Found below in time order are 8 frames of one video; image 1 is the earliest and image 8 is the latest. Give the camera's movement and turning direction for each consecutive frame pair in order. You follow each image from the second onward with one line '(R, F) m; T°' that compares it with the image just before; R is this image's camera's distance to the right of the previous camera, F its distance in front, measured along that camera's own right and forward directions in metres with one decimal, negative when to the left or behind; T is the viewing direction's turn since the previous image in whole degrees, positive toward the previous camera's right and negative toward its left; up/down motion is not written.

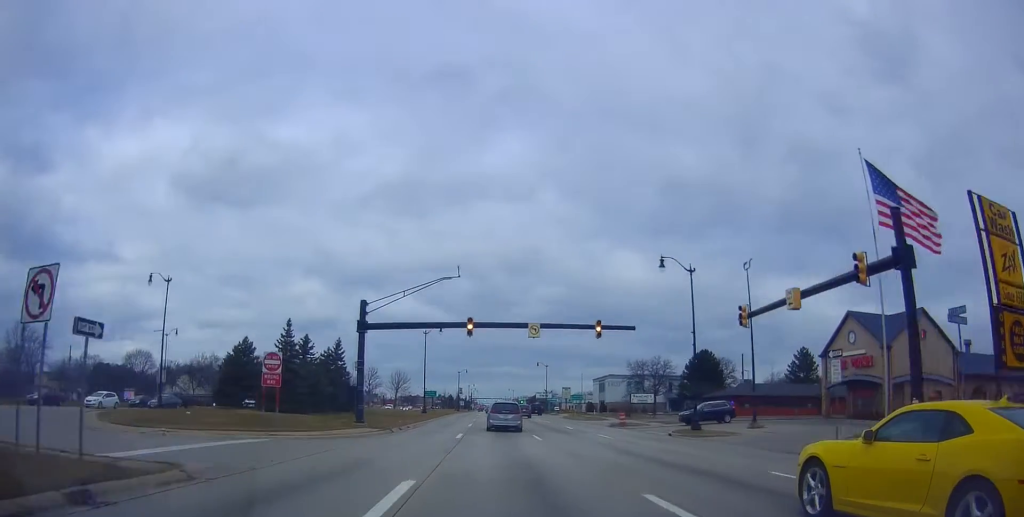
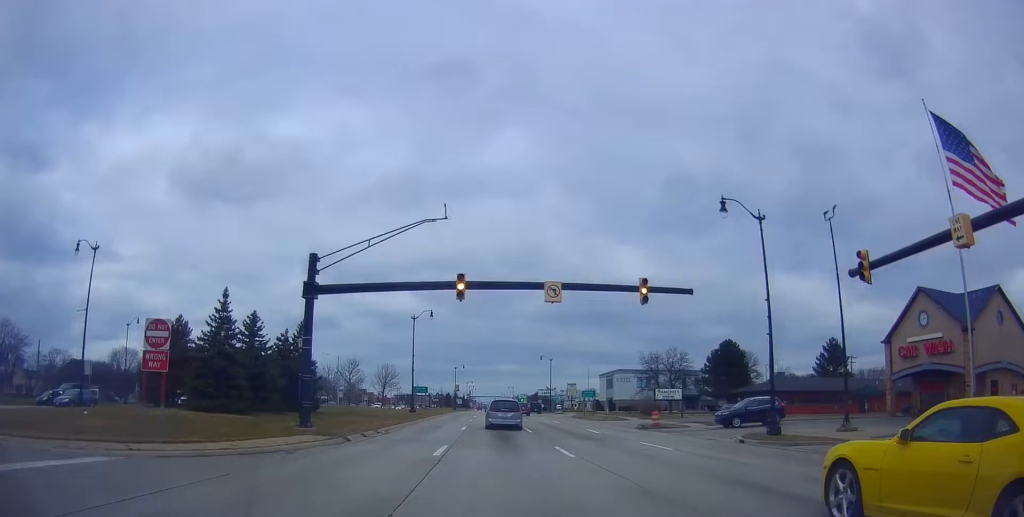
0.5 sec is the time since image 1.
(+0.2, +10.6) m; +1°
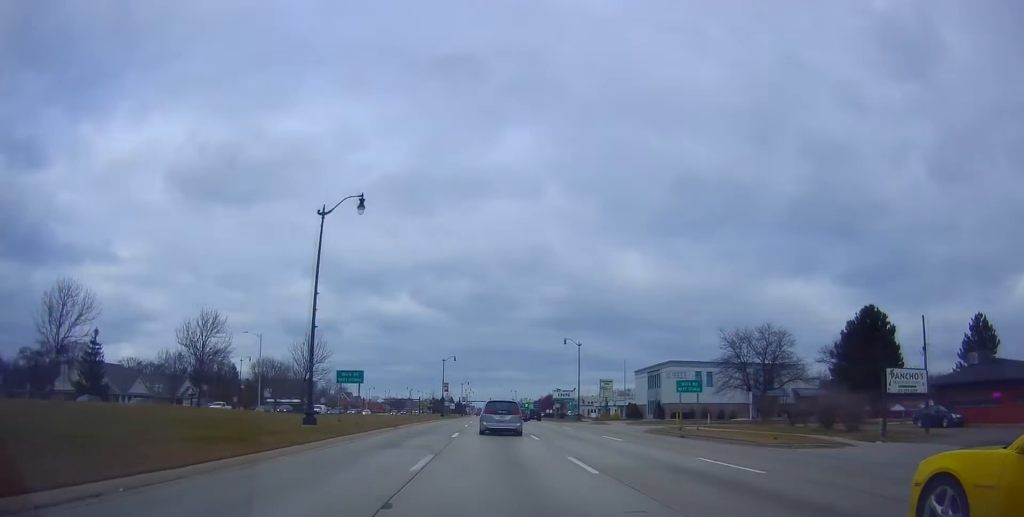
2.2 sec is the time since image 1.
(+0.6, +36.1) m; 0°
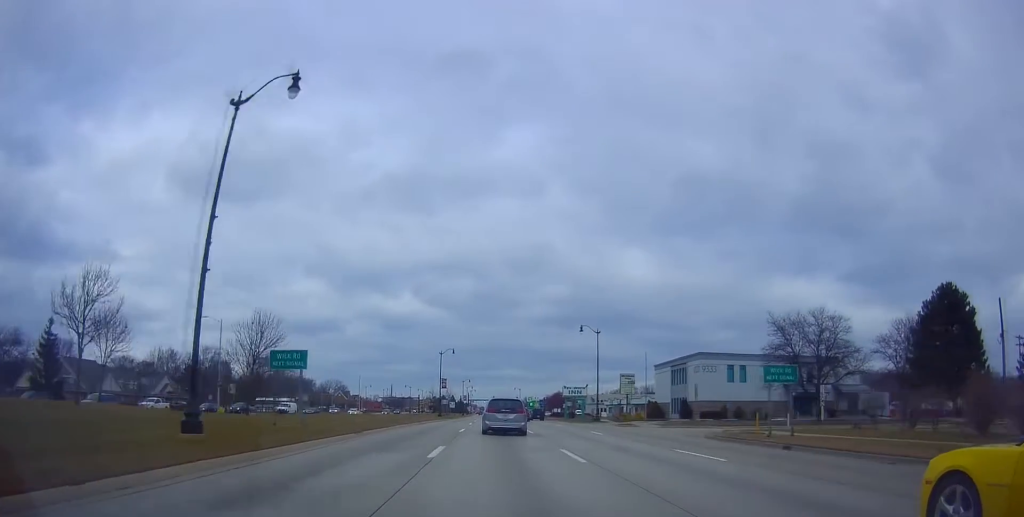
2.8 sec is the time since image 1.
(-0.5, +11.4) m; 0°
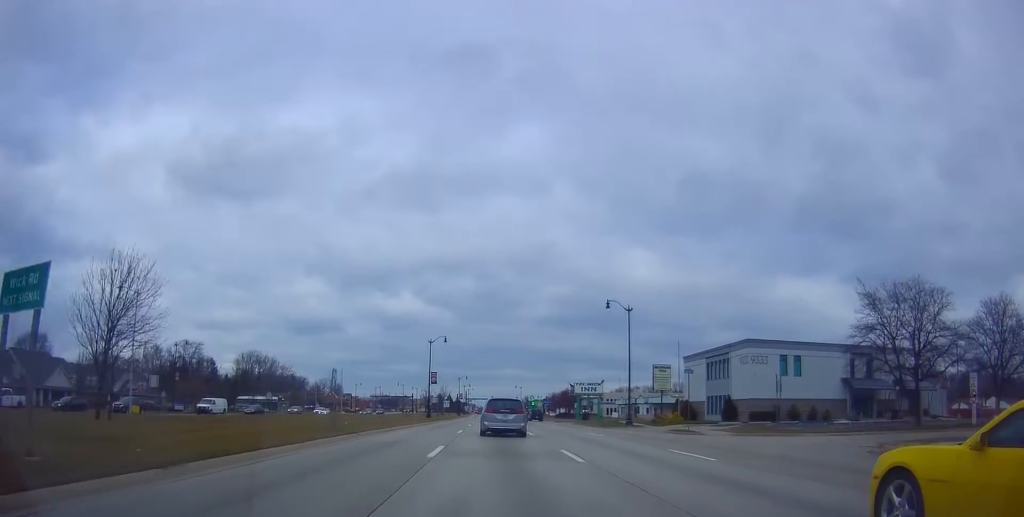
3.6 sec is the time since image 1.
(+0.3, +15.6) m; 0°
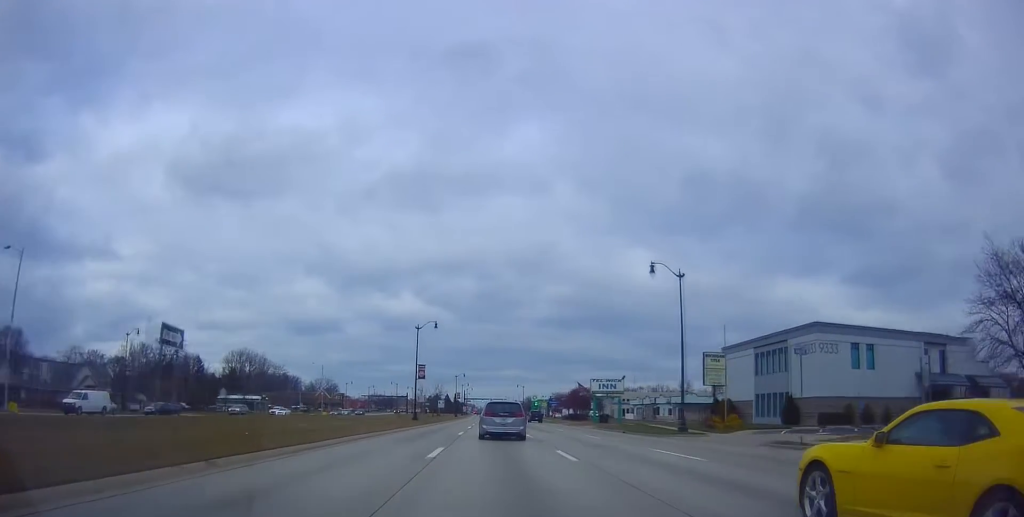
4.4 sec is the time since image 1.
(0.0, +14.6) m; 0°
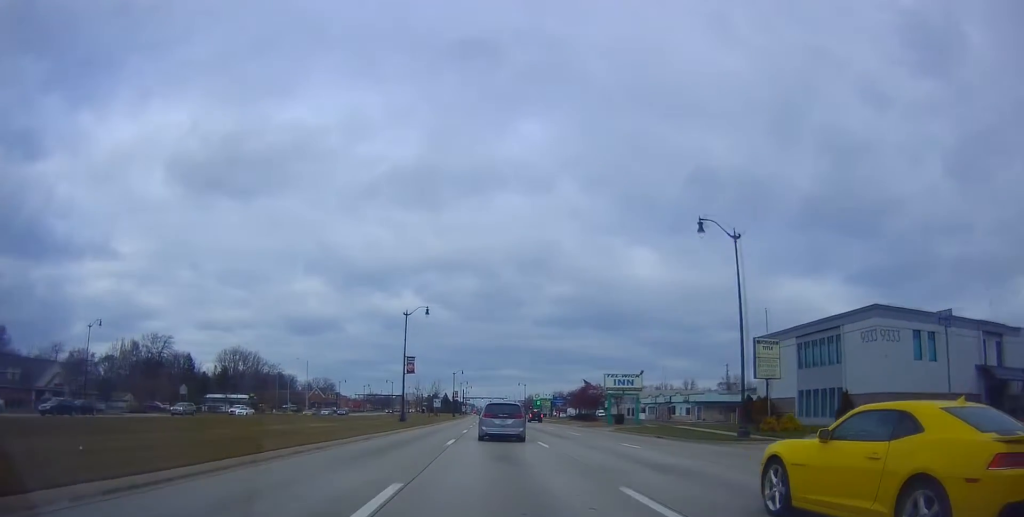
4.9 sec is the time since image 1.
(-0.4, +9.4) m; 0°
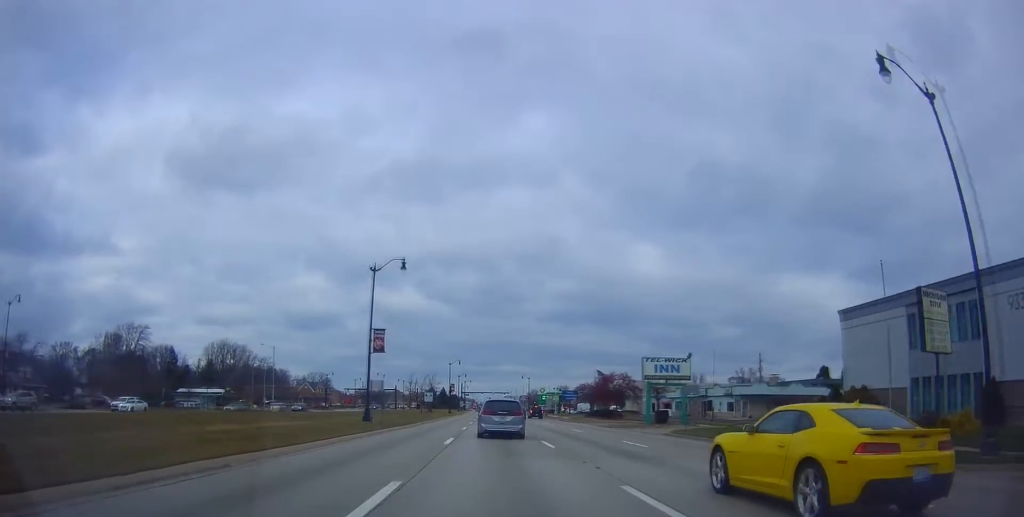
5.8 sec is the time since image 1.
(+0.5, +16.5) m; +1°
